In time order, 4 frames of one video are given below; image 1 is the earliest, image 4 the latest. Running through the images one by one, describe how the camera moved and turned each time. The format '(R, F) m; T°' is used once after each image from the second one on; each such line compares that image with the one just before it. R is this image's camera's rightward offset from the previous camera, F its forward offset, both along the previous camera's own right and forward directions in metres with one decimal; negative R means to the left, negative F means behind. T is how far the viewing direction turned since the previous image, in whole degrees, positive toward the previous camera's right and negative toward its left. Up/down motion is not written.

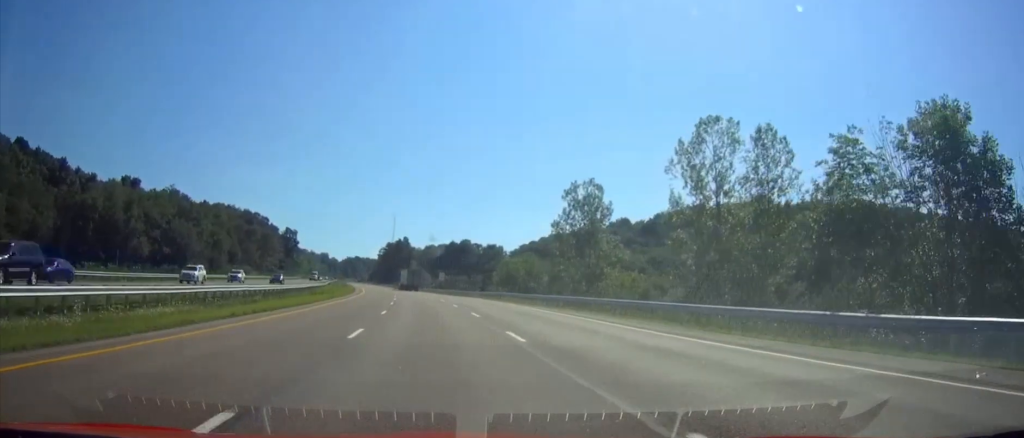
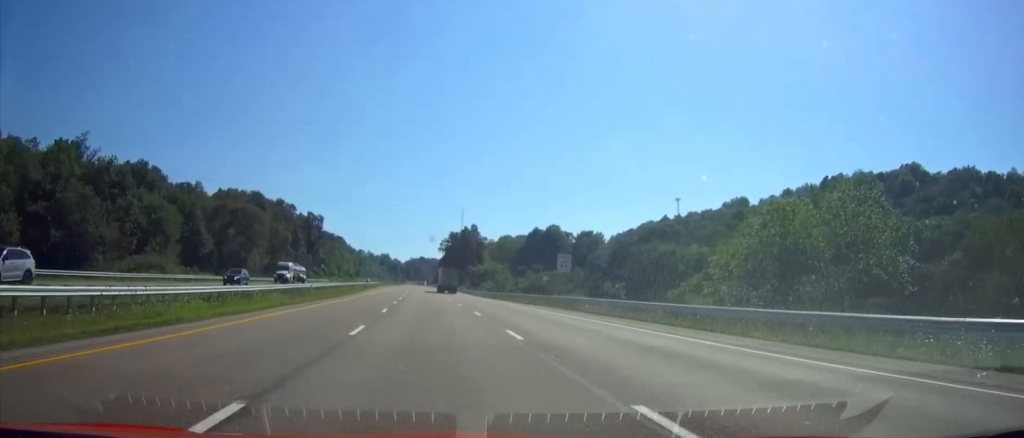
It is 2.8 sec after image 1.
(-4.2, +84.2) m; -5°
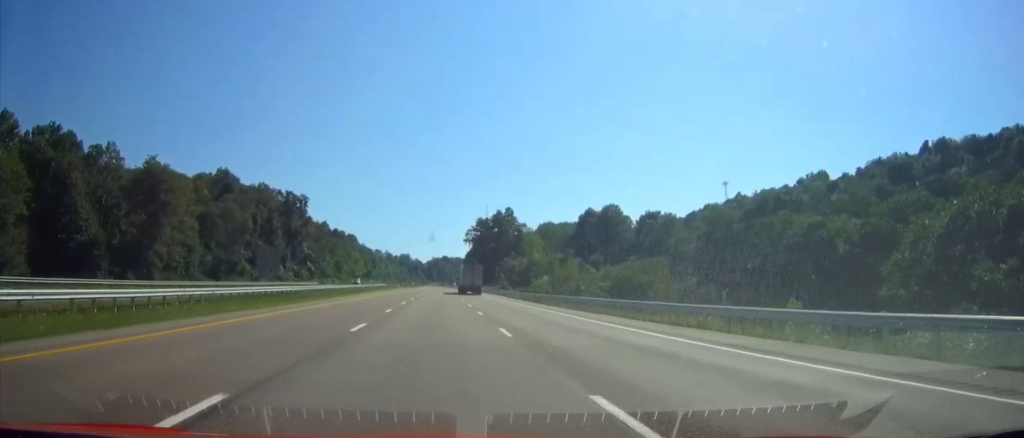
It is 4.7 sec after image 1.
(-1.3, +60.5) m; -2°
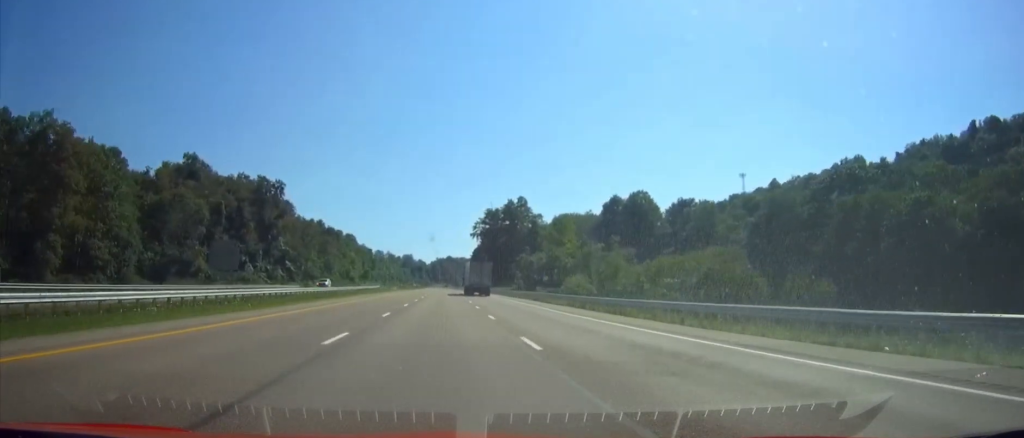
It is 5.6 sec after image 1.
(-0.3, +27.9) m; 0°
